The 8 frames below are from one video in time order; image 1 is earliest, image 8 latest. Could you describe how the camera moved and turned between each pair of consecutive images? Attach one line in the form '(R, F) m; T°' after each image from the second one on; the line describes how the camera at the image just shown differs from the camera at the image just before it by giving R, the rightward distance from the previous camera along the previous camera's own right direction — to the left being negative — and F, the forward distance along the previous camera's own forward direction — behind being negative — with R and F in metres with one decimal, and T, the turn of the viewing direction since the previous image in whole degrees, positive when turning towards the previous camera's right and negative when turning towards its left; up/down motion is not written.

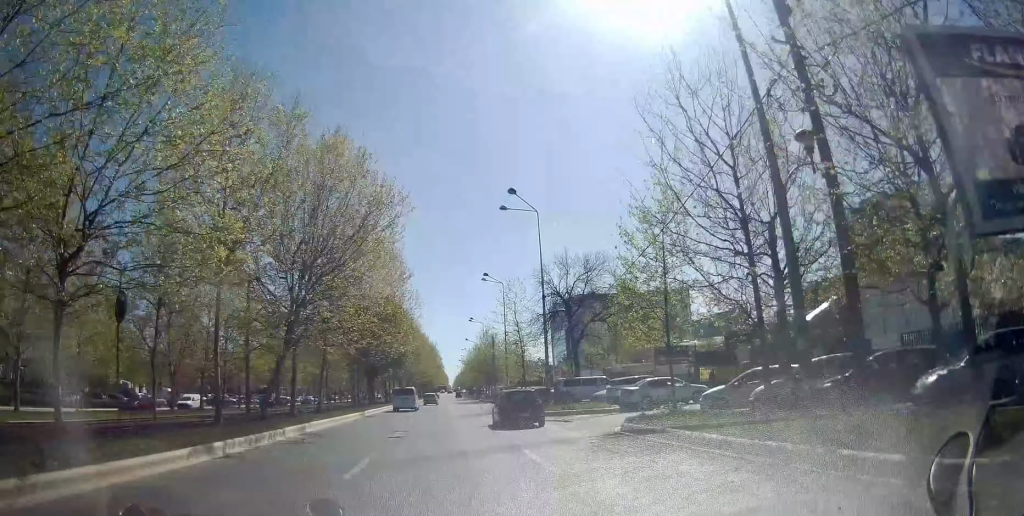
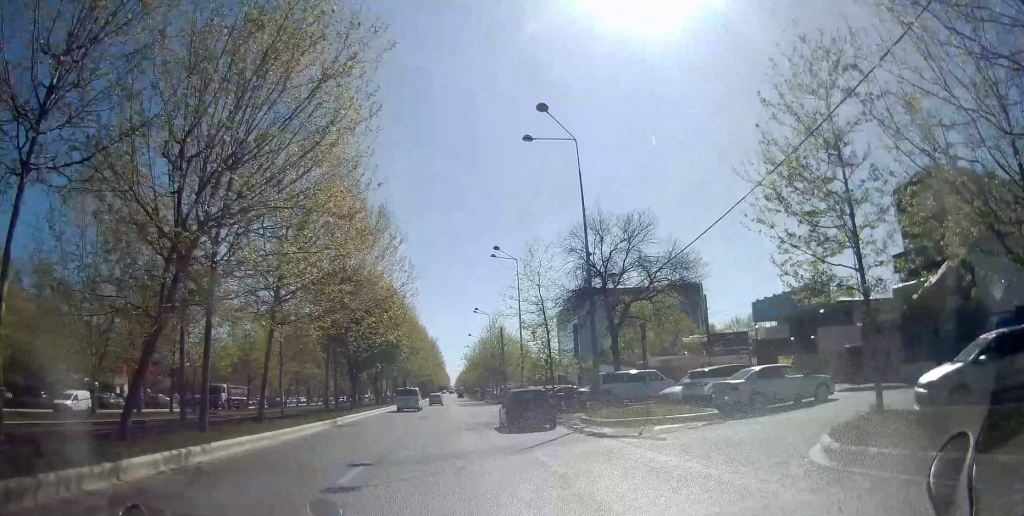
(0.0, +10.7) m; 0°
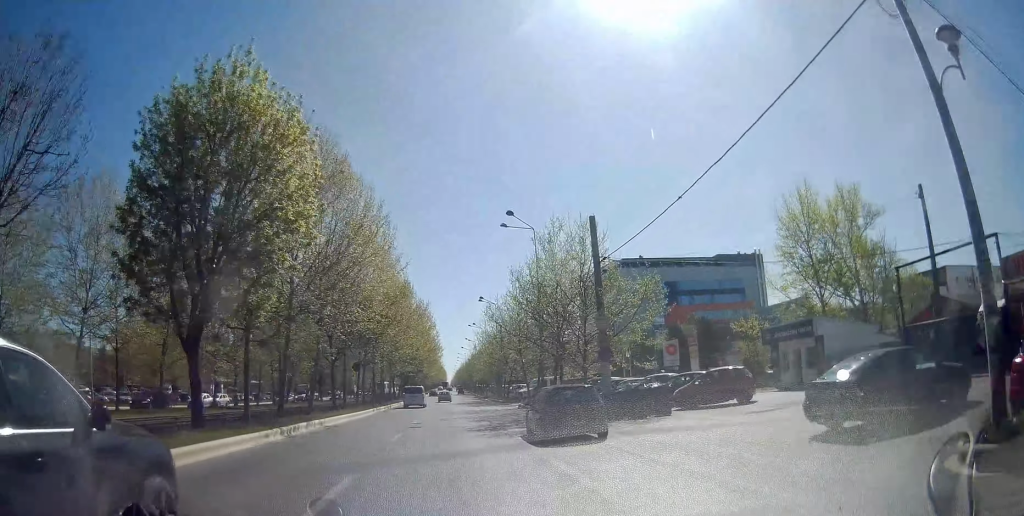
(0.0, +42.6) m; 0°
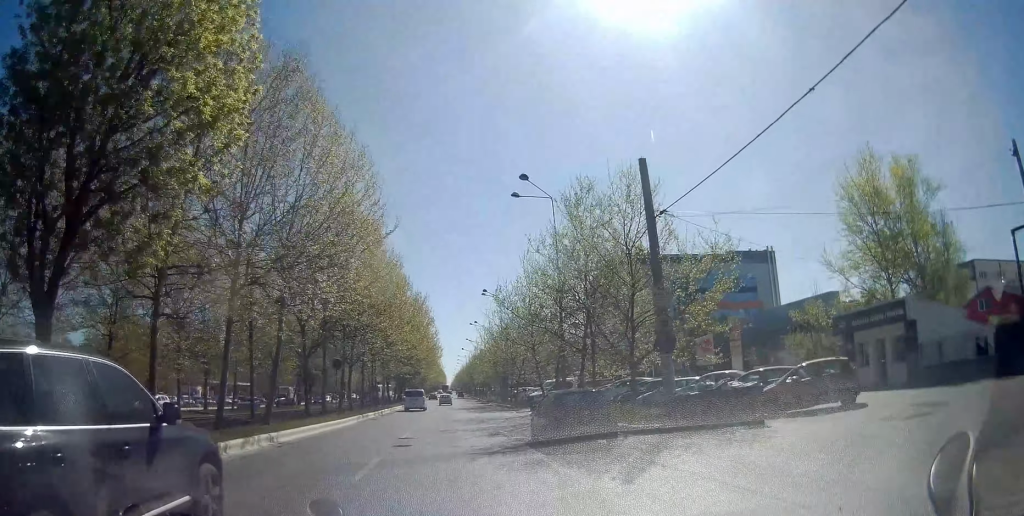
(0.0, +7.0) m; +1°
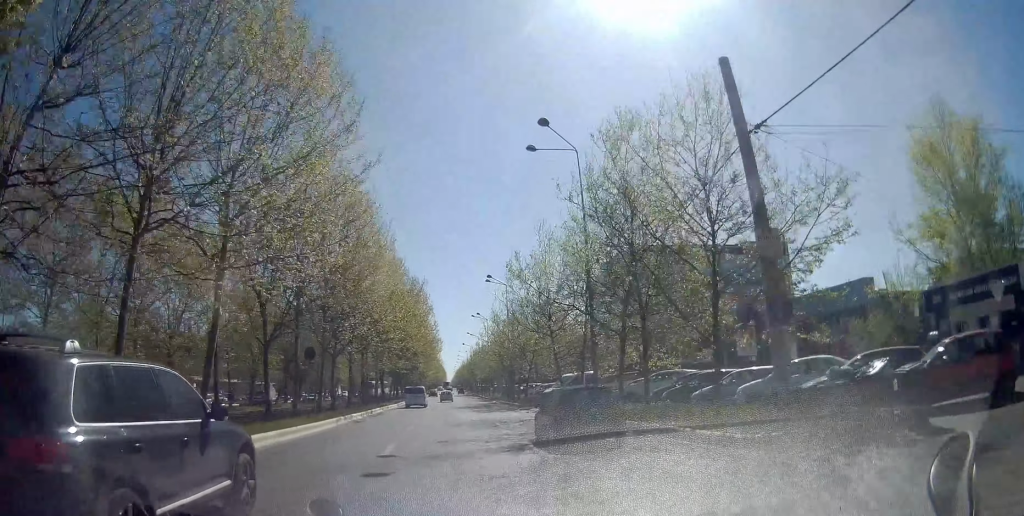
(-0.1, +6.5) m; +1°
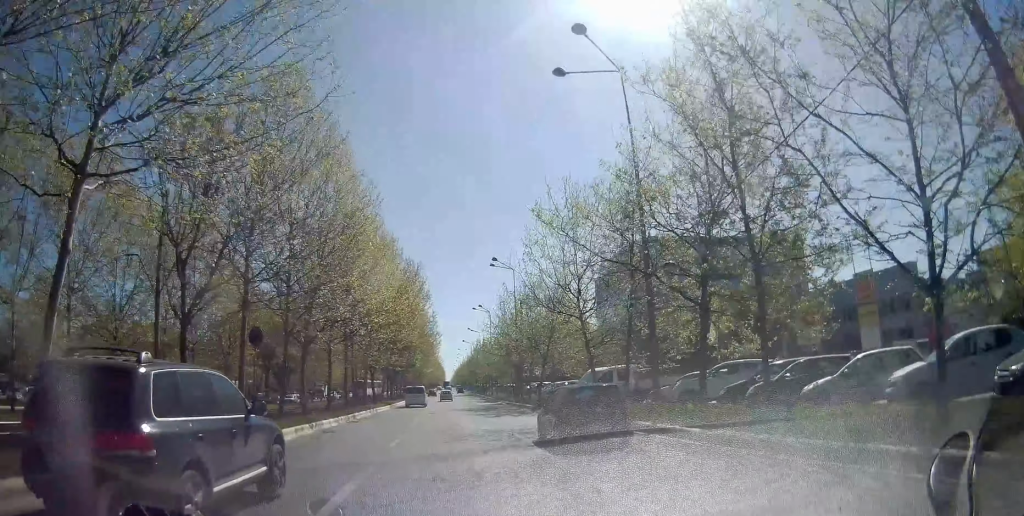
(+0.1, +7.4) m; 0°
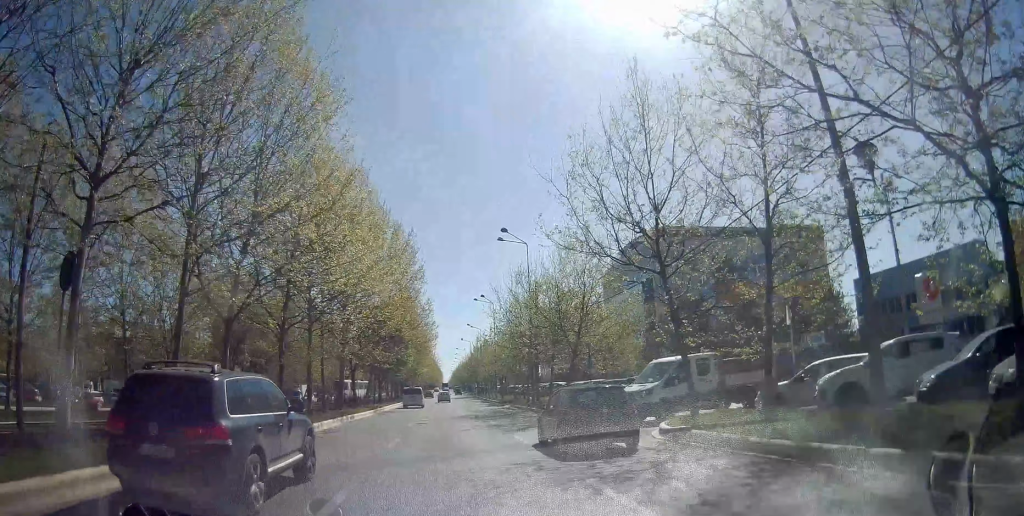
(+0.3, +10.1) m; 0°
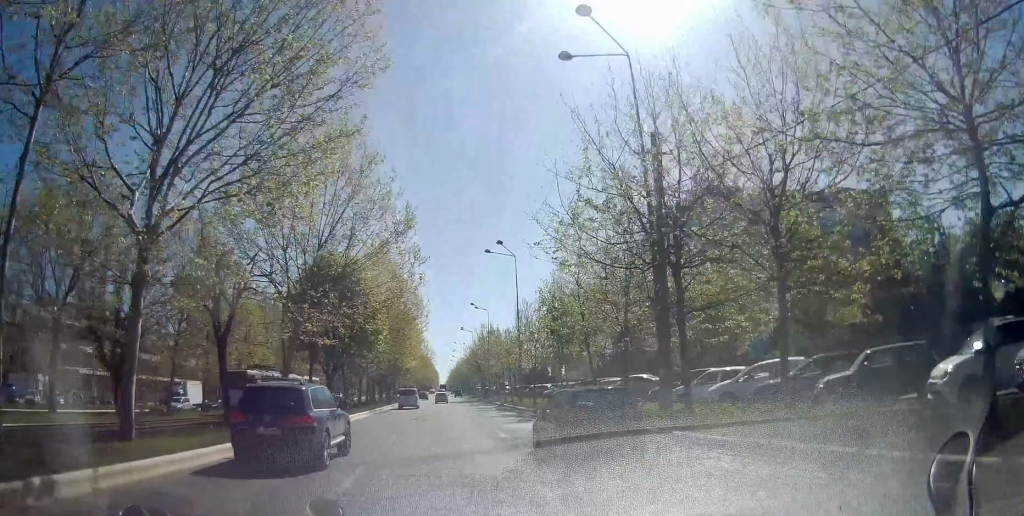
(-0.9, +26.1) m; -2°
